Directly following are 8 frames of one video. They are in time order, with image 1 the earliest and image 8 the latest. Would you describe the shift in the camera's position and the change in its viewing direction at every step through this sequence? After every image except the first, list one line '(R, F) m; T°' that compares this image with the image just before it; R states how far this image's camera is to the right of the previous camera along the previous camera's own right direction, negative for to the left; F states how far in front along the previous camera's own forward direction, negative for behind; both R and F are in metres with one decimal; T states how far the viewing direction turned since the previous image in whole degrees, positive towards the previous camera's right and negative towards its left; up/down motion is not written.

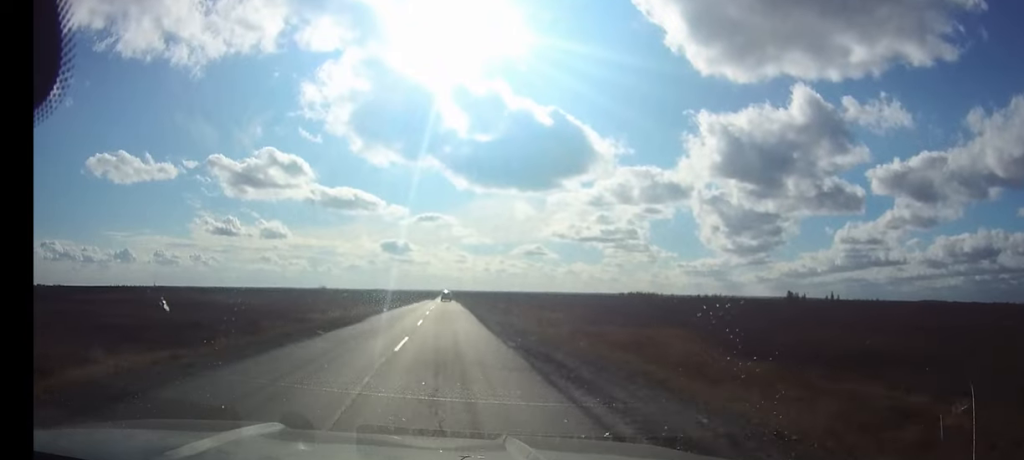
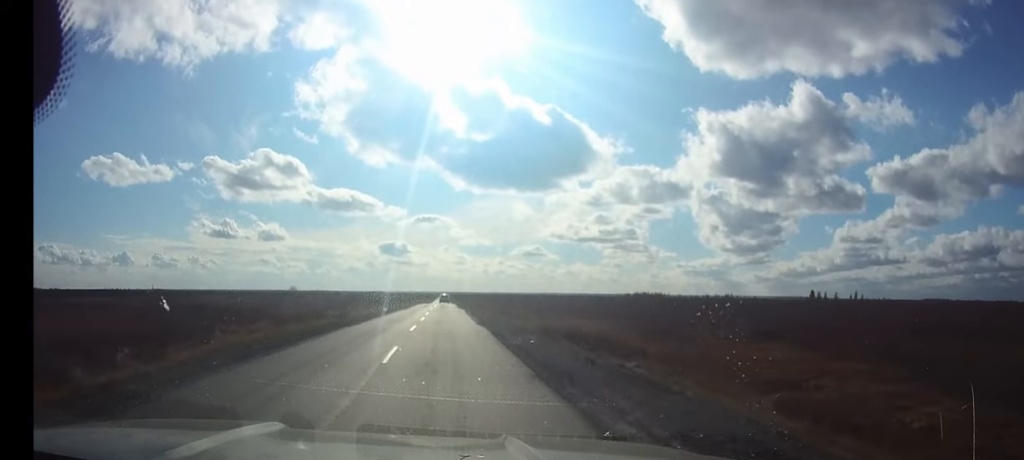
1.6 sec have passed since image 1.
(0.0, +24.8) m; 0°
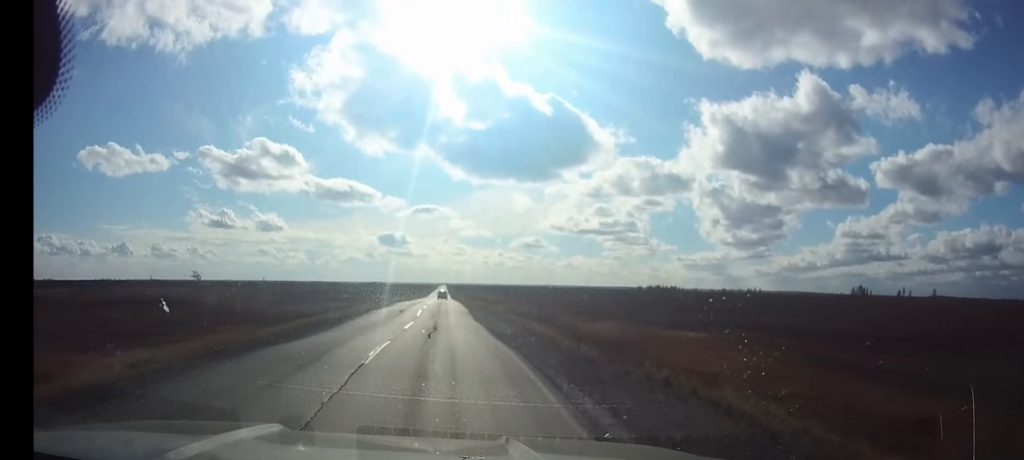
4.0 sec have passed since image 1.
(0.0, +42.7) m; 0°
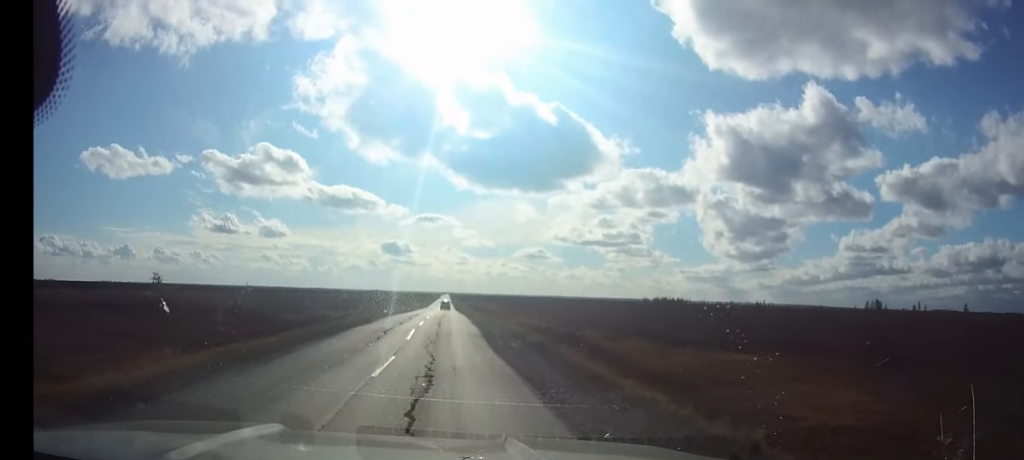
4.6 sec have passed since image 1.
(0.0, +10.5) m; 0°
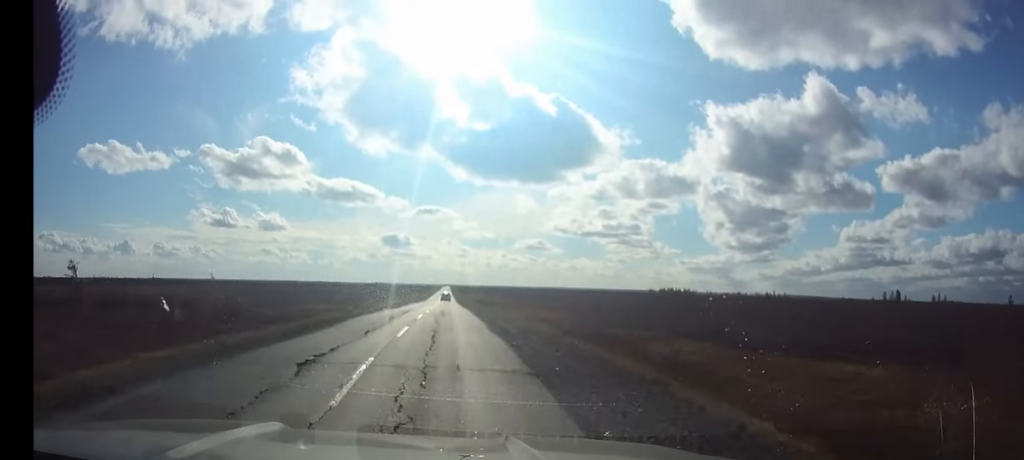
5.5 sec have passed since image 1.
(-0.1, +16.2) m; 0°
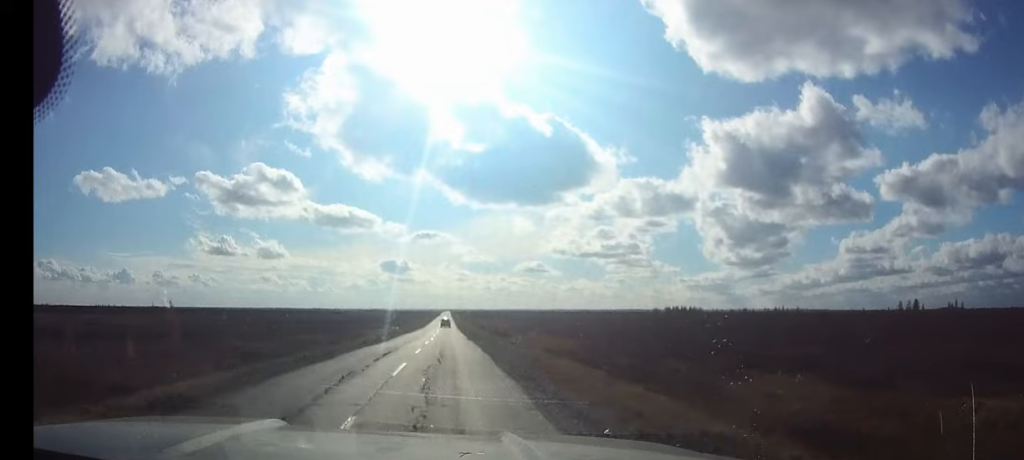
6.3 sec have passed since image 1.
(0.0, +13.2) m; 0°
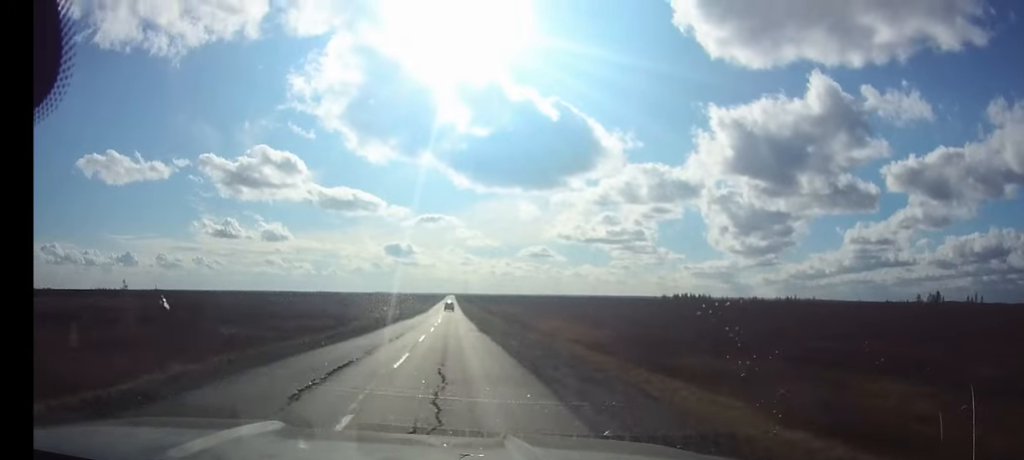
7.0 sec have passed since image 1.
(0.0, +12.4) m; 0°
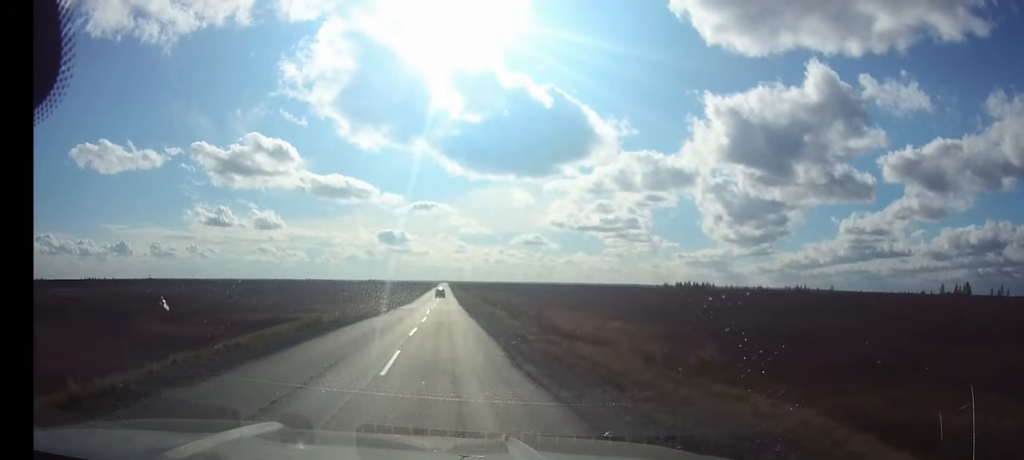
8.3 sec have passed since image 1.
(+0.1, +21.0) m; 0°
